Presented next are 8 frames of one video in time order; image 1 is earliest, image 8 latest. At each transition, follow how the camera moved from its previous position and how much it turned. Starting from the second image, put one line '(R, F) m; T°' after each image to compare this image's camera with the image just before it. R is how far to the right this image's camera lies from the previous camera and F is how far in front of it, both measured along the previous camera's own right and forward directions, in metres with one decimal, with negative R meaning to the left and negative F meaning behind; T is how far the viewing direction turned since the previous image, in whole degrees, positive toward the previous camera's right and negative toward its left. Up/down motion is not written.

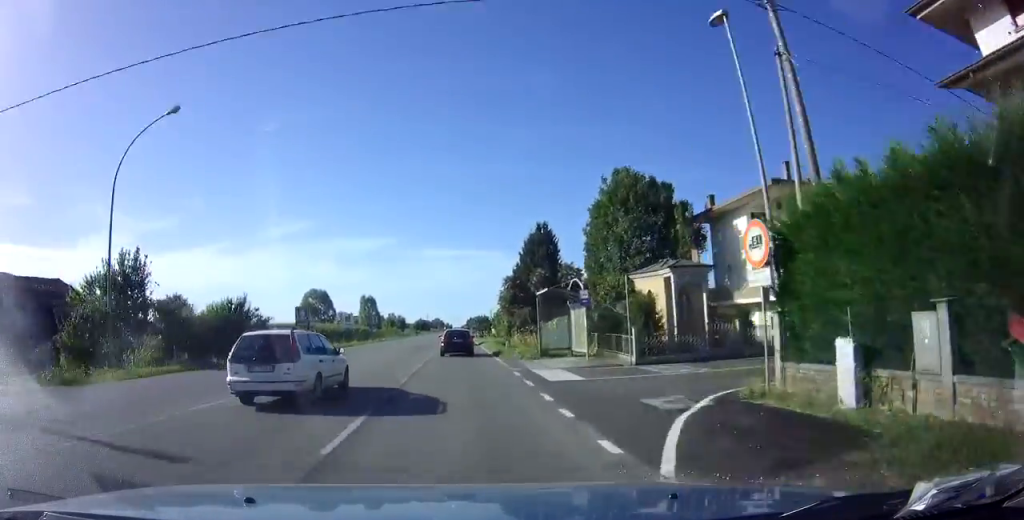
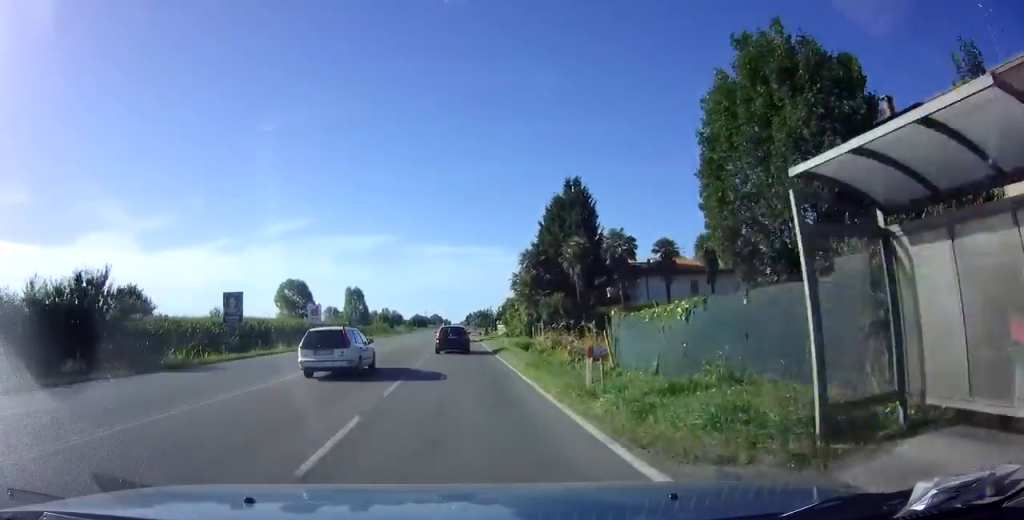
(+0.1, +18.5) m; 0°
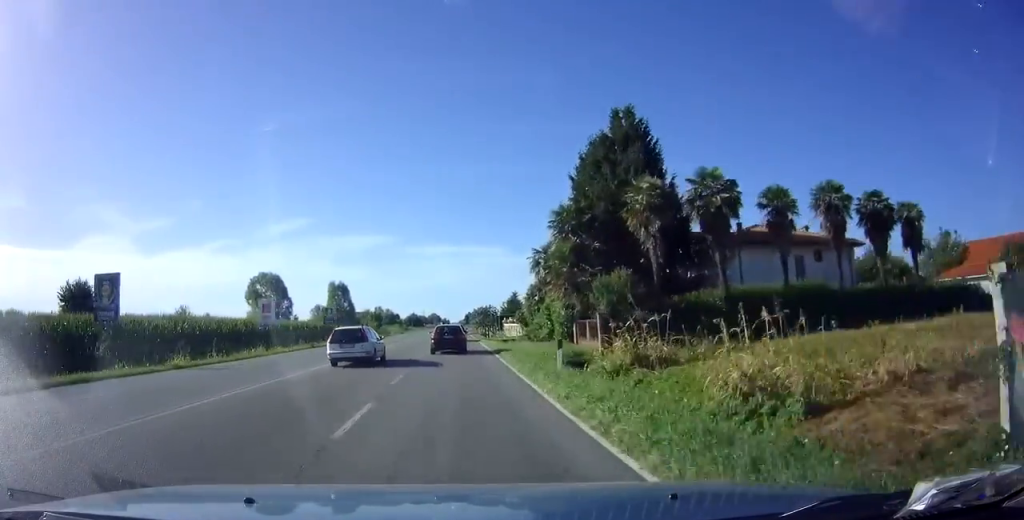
(-0.1, +16.7) m; 0°
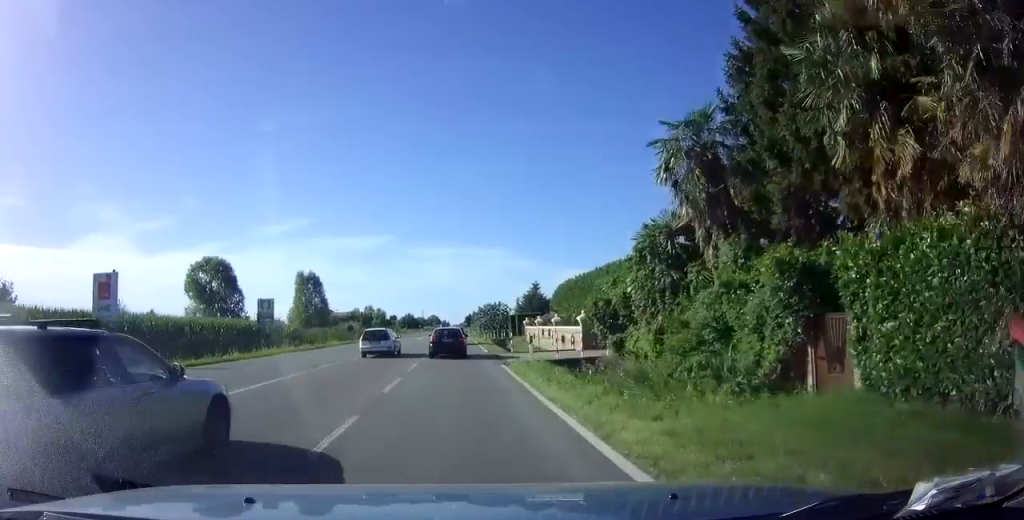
(+0.1, +24.7) m; 0°
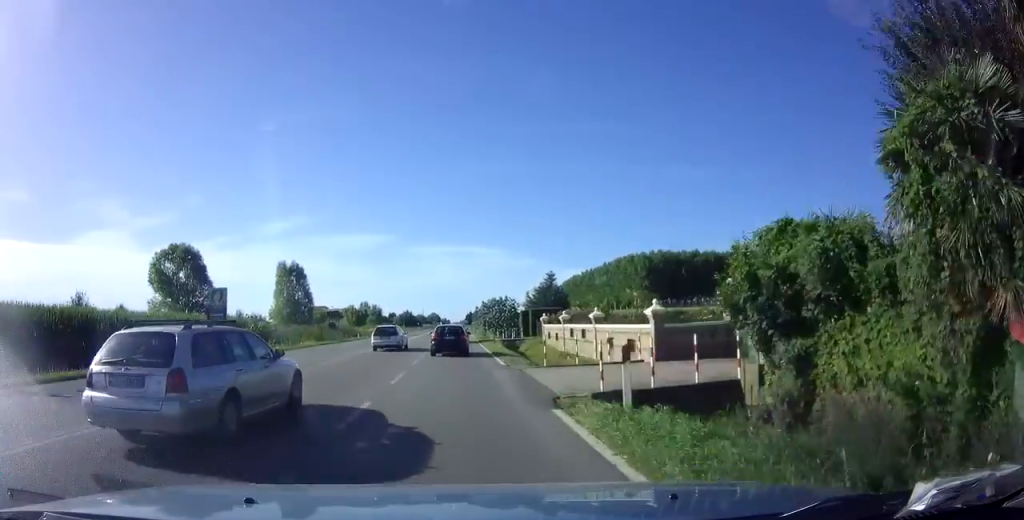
(0.0, +10.6) m; 0°
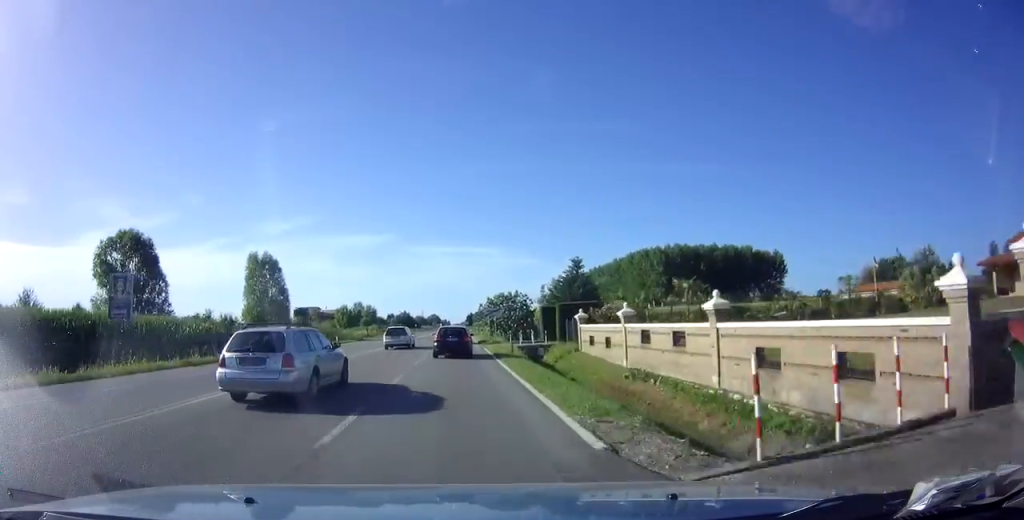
(0.0, +12.4) m; 0°
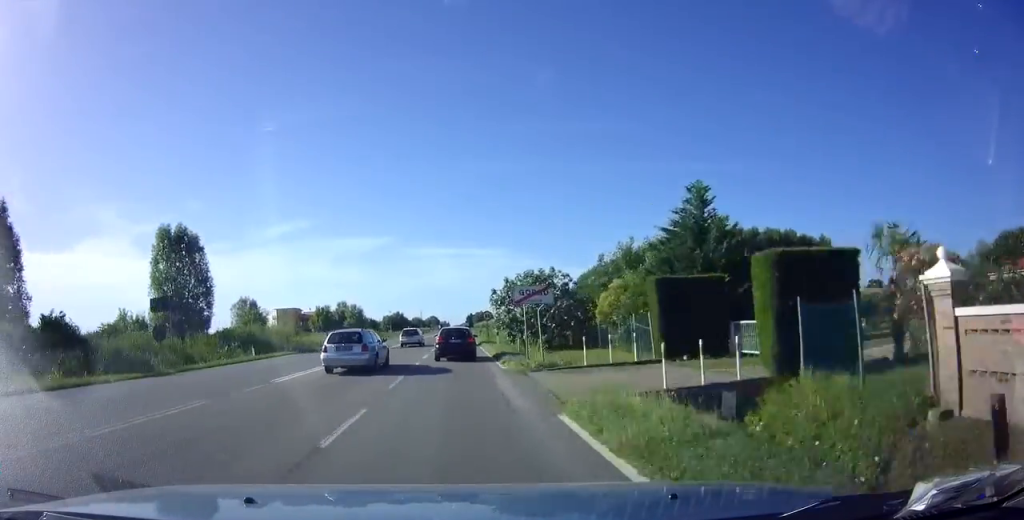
(0.0, +24.1) m; 0°
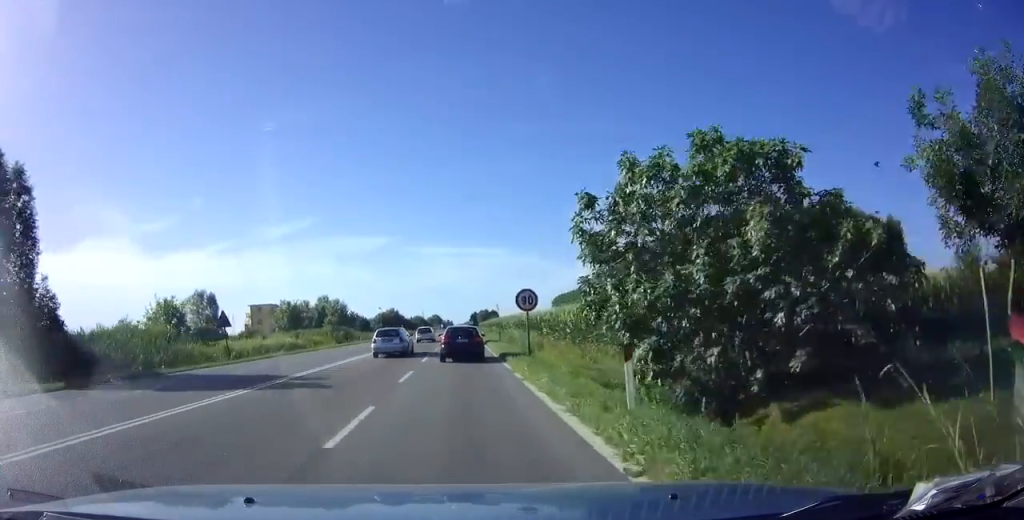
(-0.2, +25.3) m; 0°
